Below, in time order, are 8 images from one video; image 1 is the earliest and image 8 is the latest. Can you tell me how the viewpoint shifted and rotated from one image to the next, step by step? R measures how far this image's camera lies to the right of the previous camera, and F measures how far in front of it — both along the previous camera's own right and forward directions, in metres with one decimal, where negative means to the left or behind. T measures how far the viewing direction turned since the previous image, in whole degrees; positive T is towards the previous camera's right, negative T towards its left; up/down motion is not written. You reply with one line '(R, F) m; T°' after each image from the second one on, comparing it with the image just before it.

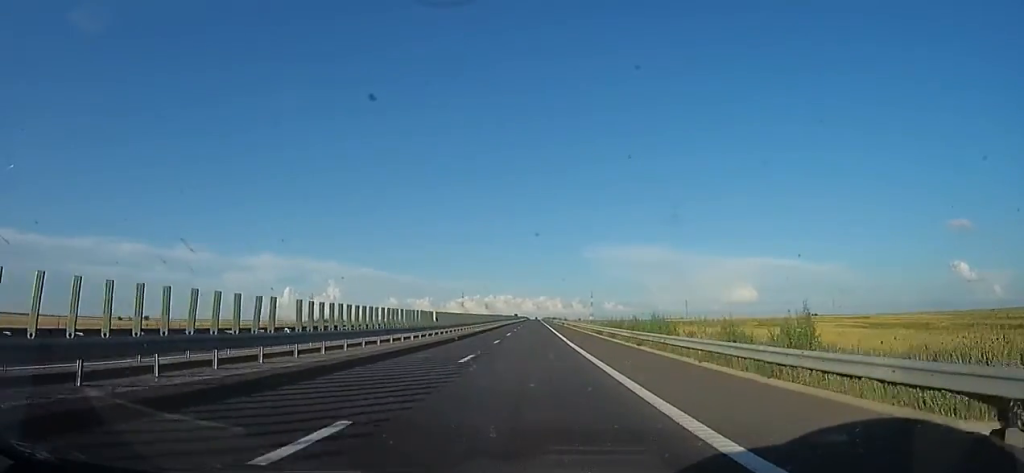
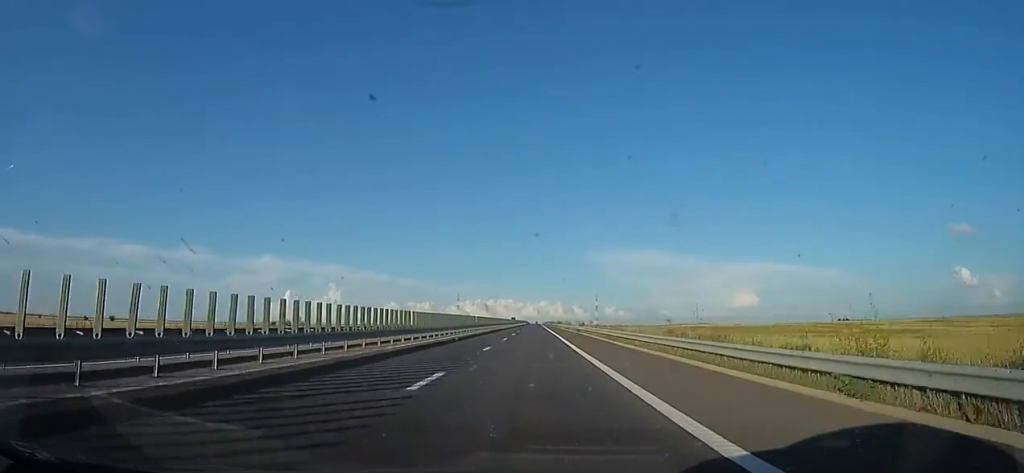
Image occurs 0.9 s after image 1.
(-0.5, +30.6) m; -1°
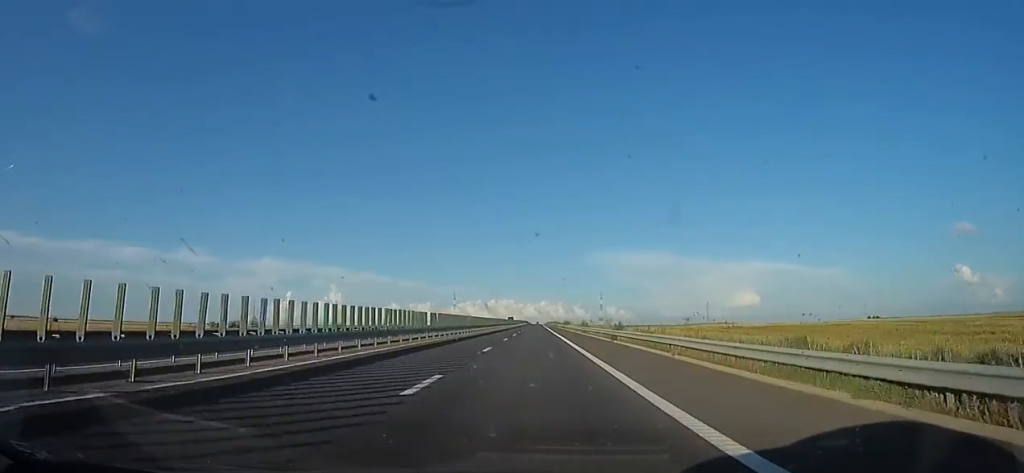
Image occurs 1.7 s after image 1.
(+0.1, +24.6) m; 0°
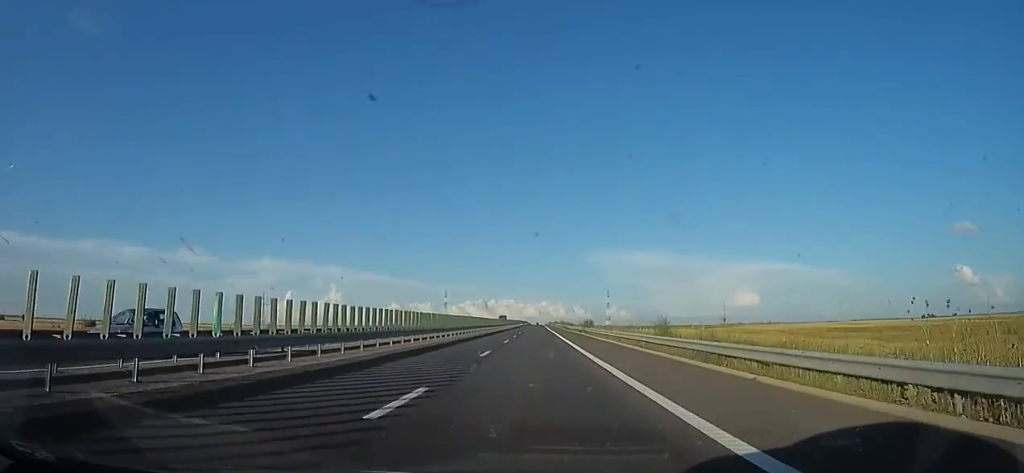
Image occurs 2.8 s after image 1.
(+0.1, +37.7) m; +1°
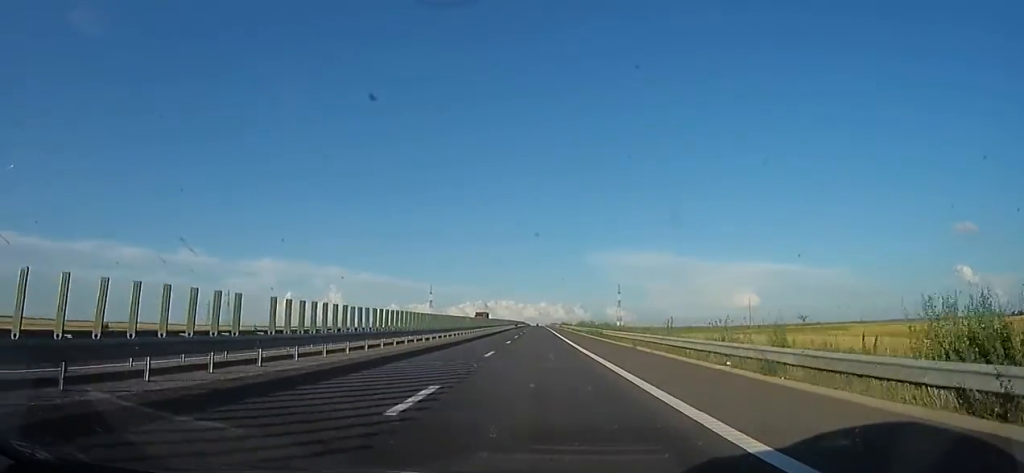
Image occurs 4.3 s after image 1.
(+1.6, +46.8) m; +1°
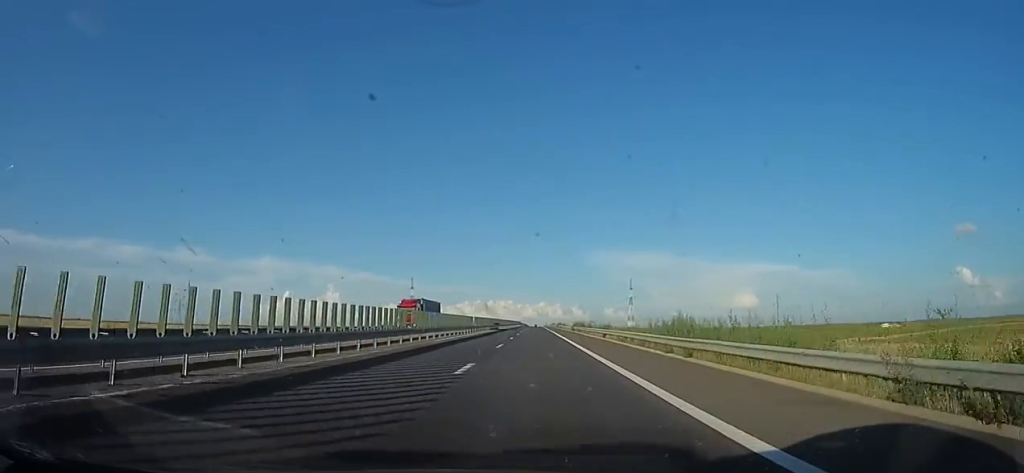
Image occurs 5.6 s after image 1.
(-1.6, +42.4) m; -3°
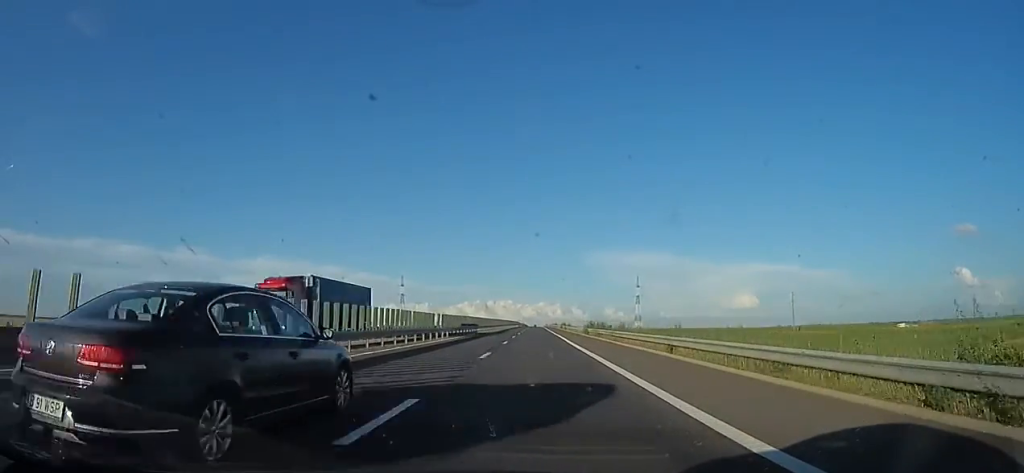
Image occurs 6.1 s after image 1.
(-0.2, +18.9) m; 0°
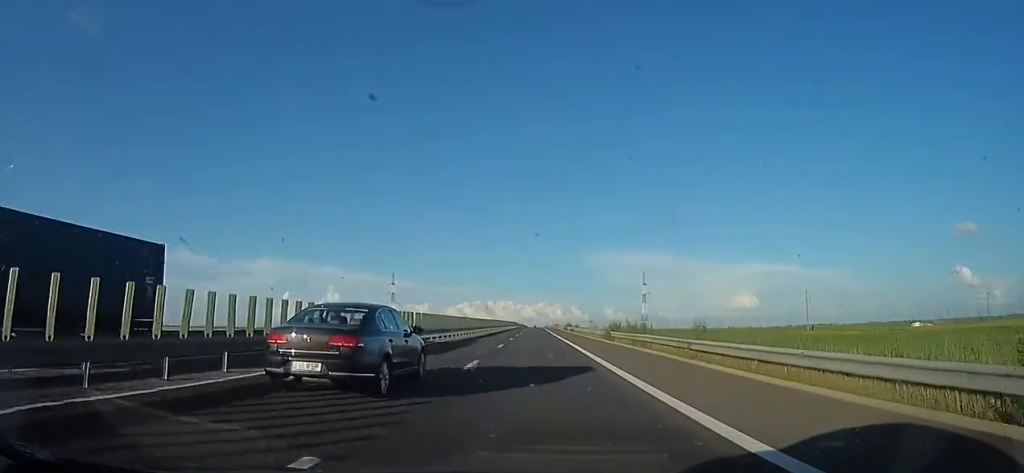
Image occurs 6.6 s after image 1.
(0.0, +15.6) m; 0°
